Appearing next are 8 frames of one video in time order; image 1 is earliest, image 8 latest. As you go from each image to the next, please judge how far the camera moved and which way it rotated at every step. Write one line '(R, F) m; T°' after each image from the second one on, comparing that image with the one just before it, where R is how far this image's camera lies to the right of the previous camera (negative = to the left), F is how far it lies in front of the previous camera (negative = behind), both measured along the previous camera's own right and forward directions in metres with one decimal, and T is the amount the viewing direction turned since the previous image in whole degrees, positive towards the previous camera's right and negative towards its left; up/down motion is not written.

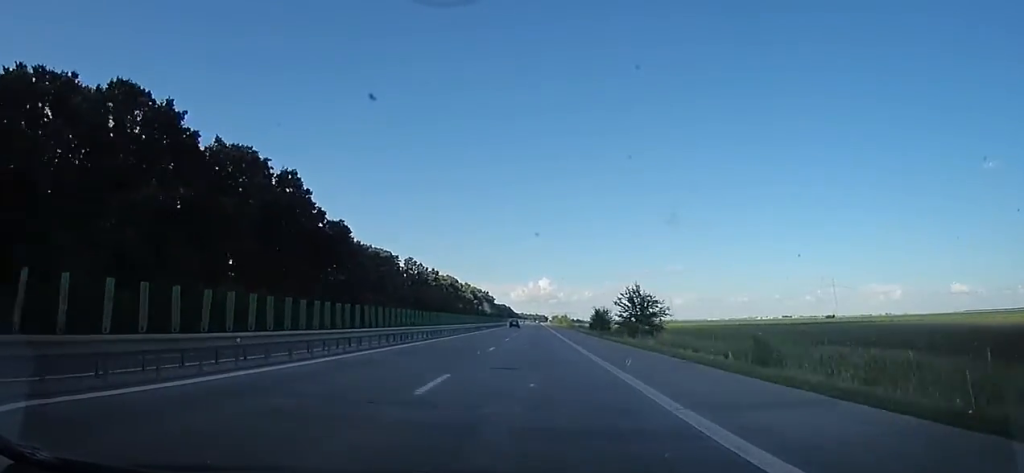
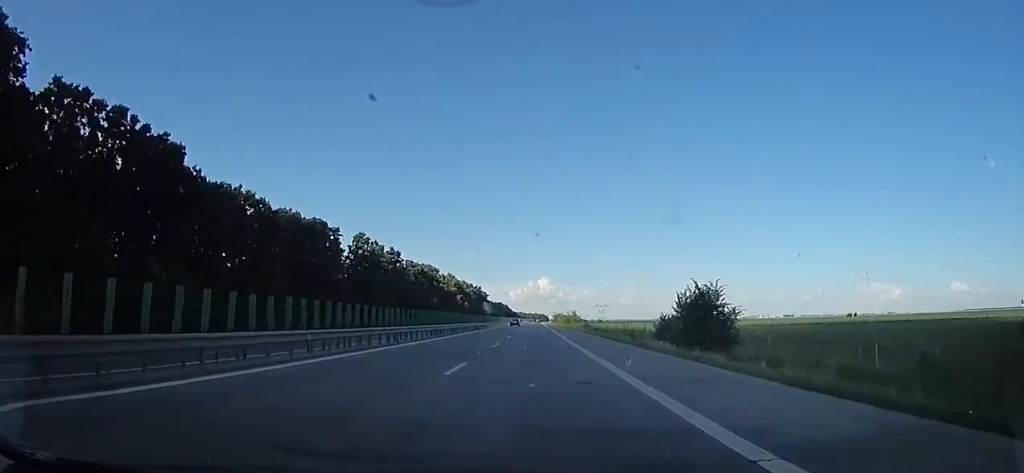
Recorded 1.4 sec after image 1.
(-1.8, +45.0) m; -1°
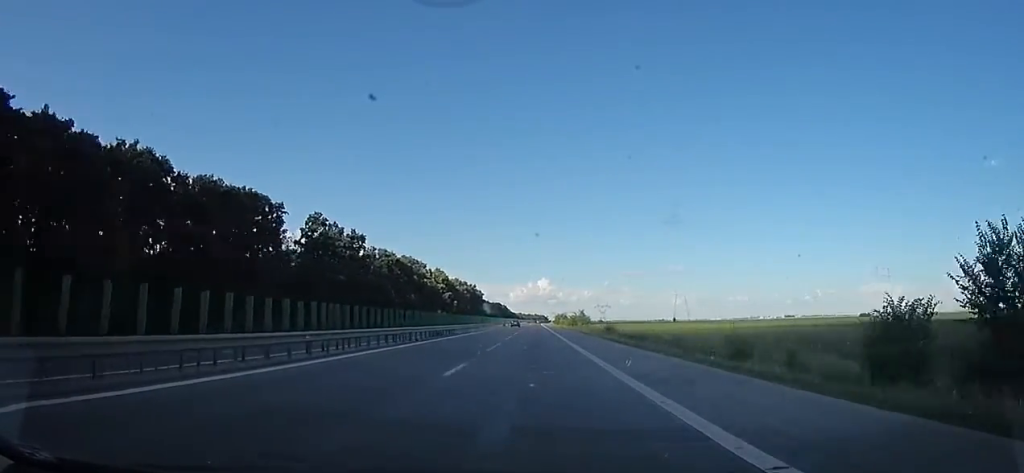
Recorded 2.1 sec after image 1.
(+0.5, +24.1) m; +1°
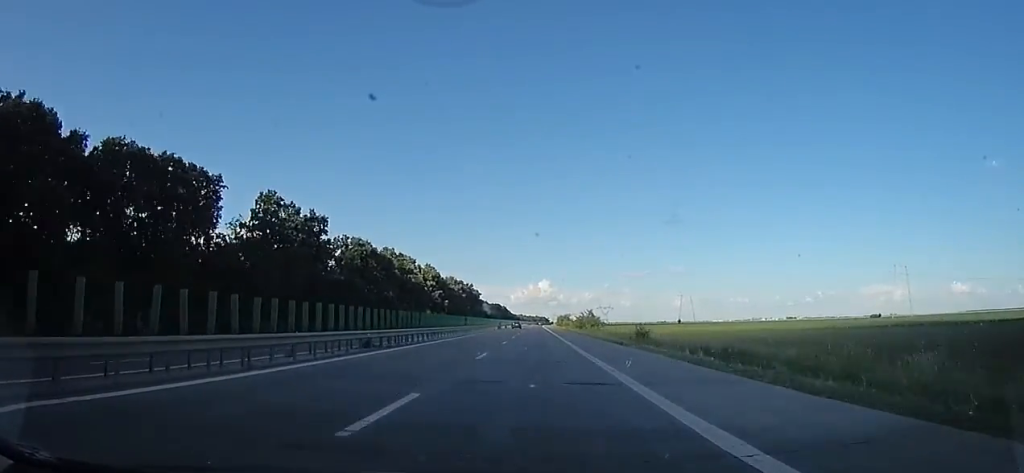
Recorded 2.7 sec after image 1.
(+0.5, +17.7) m; +1°
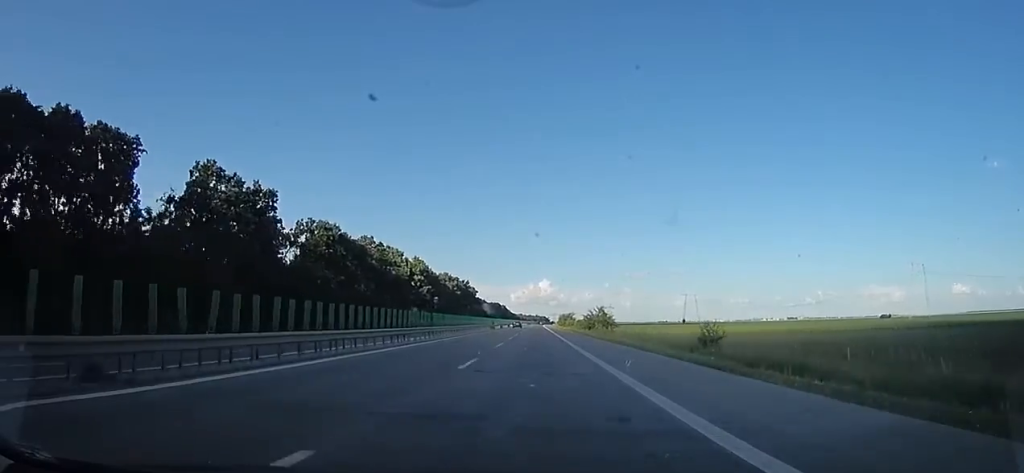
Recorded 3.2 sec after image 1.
(-0.4, +16.2) m; -1°
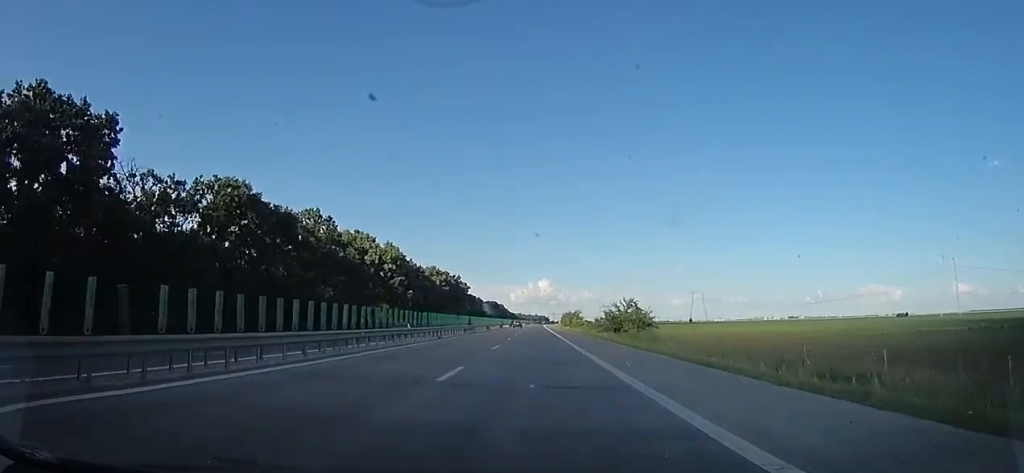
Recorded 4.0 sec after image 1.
(-0.4, +26.9) m; -1°
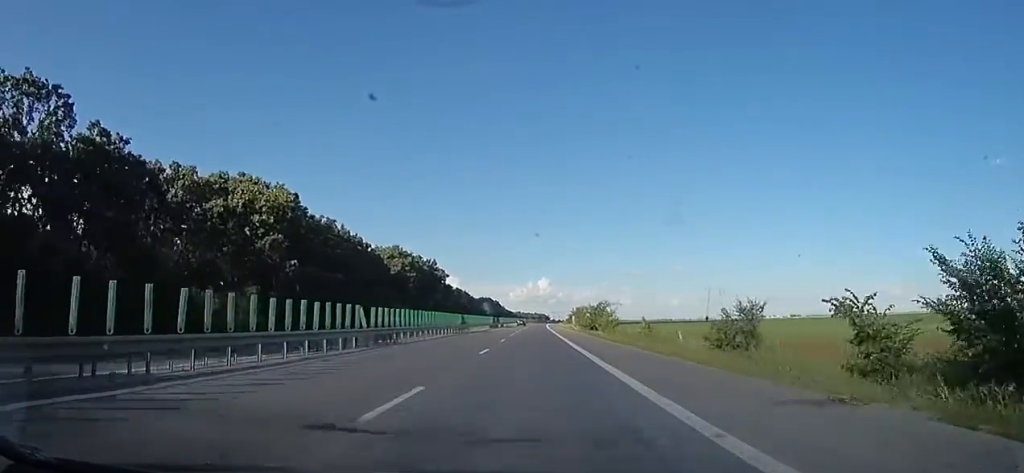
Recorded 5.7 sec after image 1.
(+1.1, +52.2) m; +1°
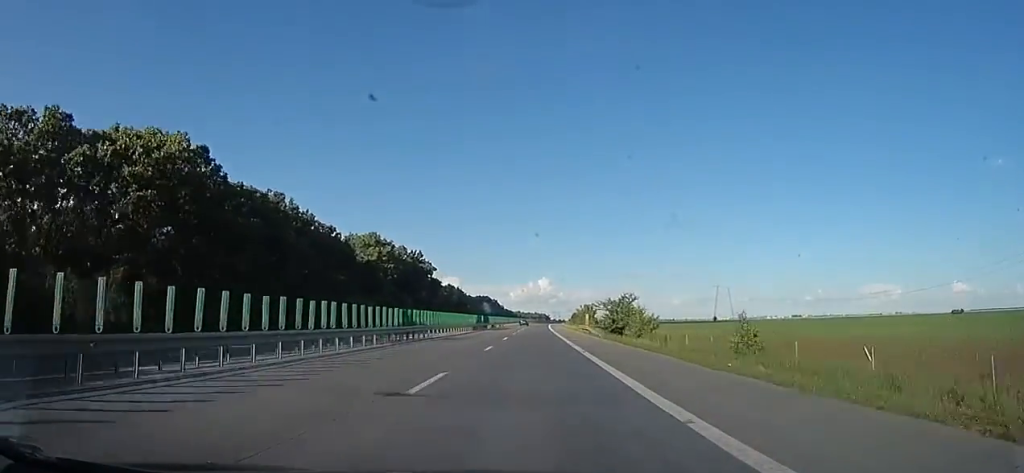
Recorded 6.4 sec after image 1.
(-0.8, +21.7) m; 0°
